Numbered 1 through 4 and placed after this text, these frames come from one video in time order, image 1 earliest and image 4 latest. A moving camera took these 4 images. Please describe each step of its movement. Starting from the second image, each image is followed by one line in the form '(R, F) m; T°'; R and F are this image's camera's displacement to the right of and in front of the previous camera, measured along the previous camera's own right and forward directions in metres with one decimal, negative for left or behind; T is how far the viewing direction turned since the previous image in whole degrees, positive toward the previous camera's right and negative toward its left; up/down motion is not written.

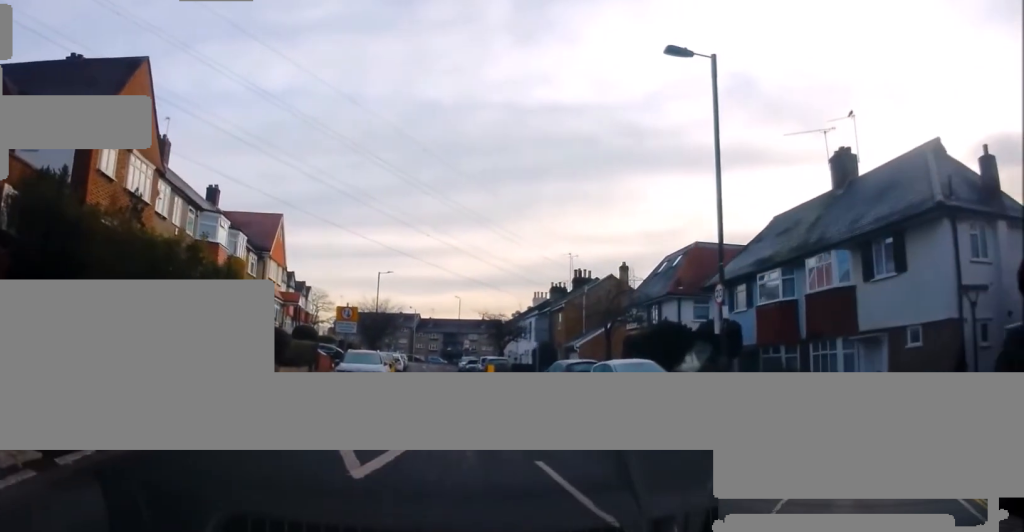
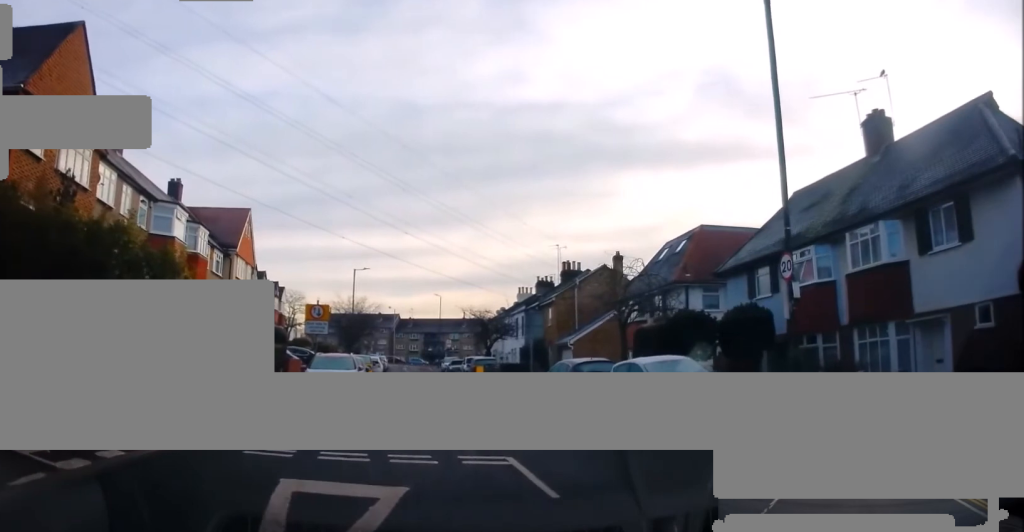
(-0.3, +3.3) m; 0°
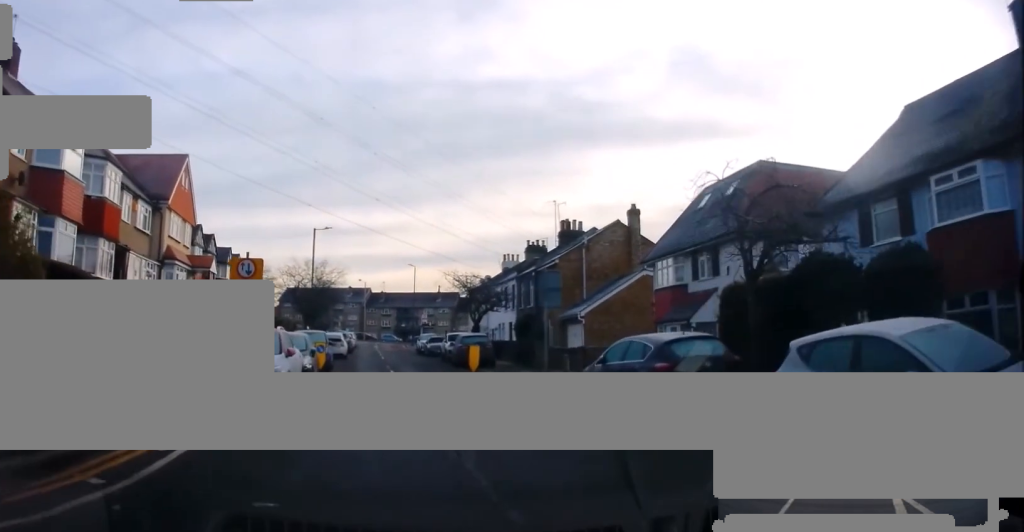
(+0.3, +8.2) m; +4°
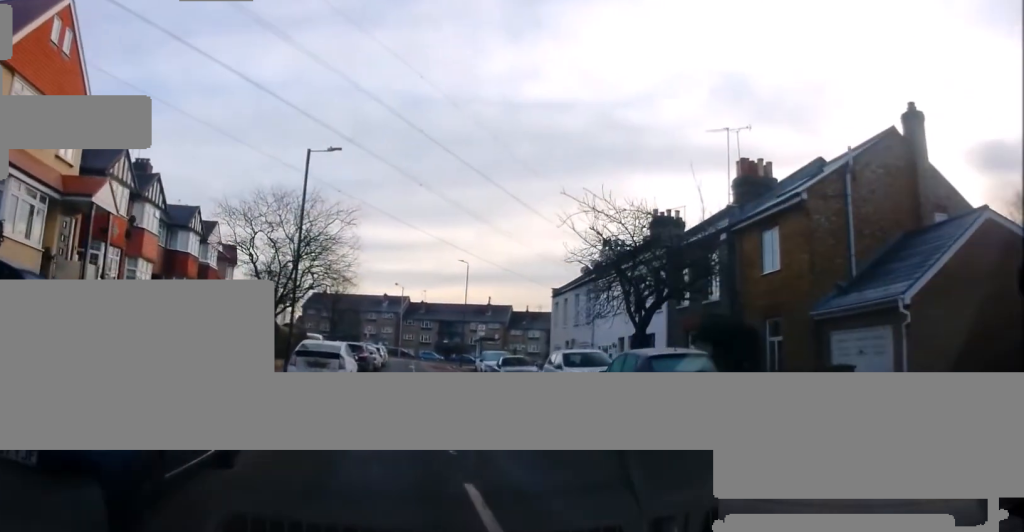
(-1.8, +19.4) m; -1°
